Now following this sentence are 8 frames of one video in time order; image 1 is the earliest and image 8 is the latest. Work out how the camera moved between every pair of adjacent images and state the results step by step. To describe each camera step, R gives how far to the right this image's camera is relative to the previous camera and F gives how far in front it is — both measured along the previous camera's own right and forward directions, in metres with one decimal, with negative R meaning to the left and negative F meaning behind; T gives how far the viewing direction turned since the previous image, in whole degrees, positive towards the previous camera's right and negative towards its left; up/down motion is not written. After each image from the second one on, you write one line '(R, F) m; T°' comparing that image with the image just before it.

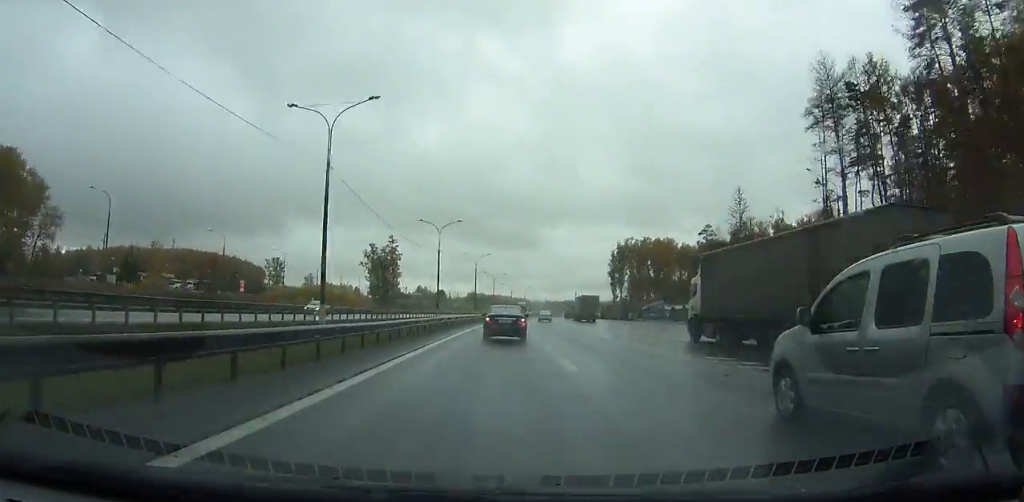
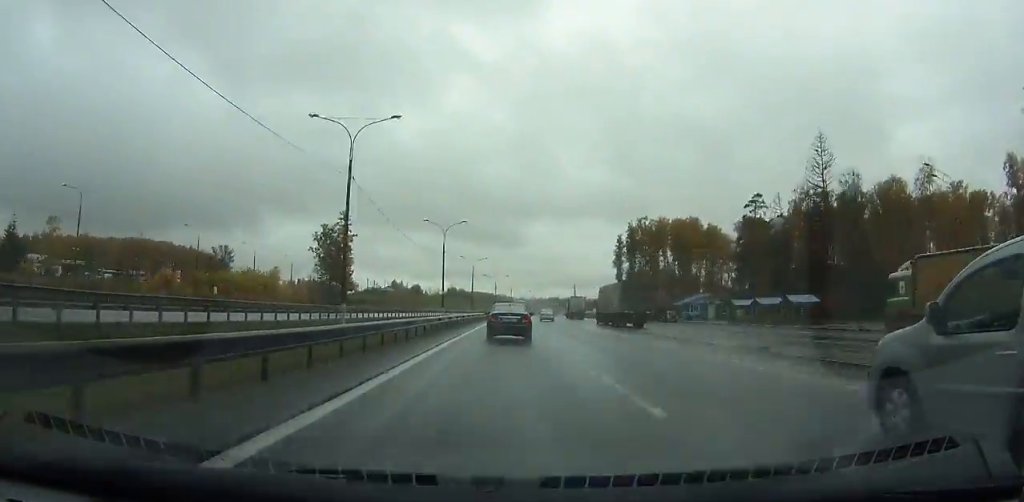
(+0.6, +36.8) m; +1°
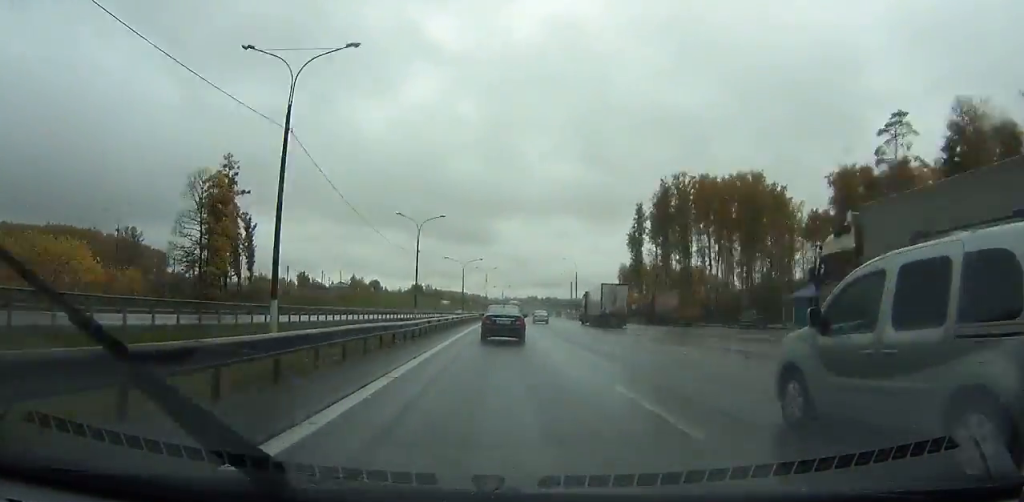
(+0.5, +50.9) m; +2°
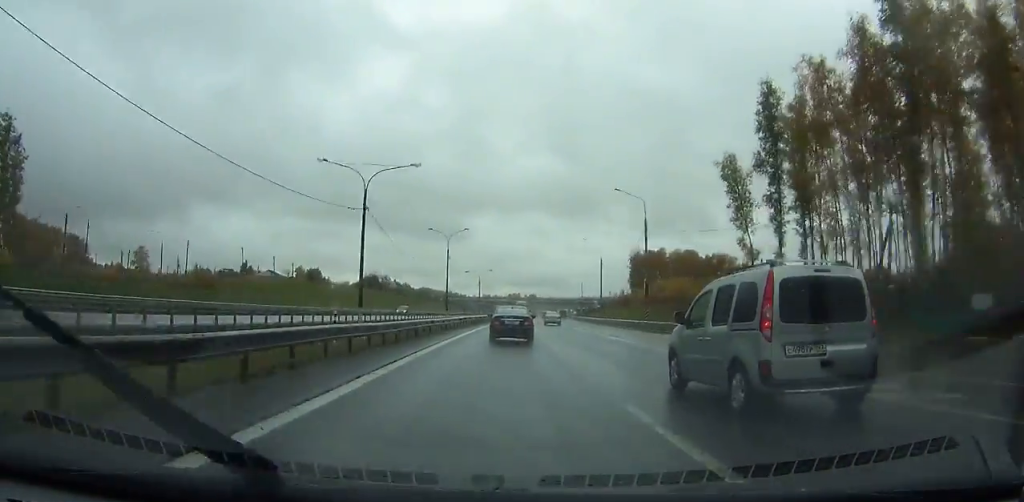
(+1.3, +65.8) m; +3°
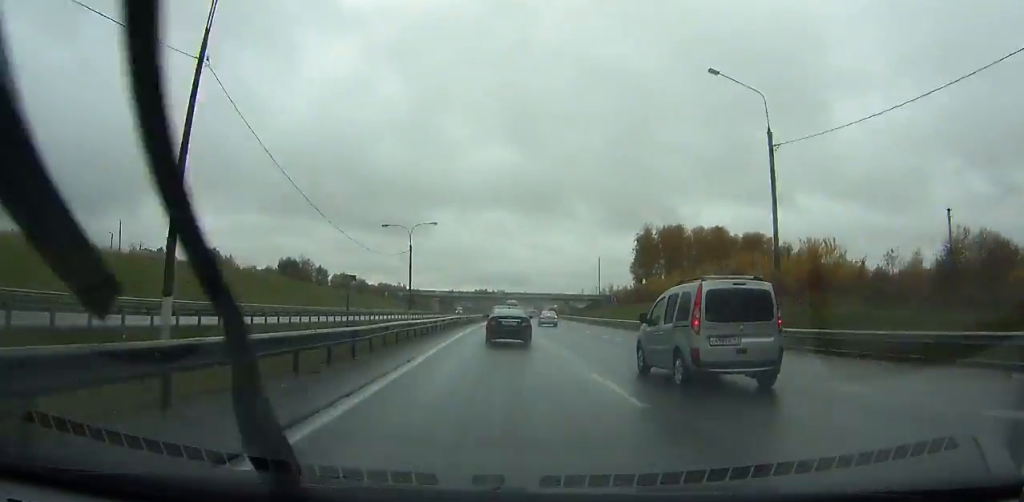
(+1.7, +59.9) m; +3°
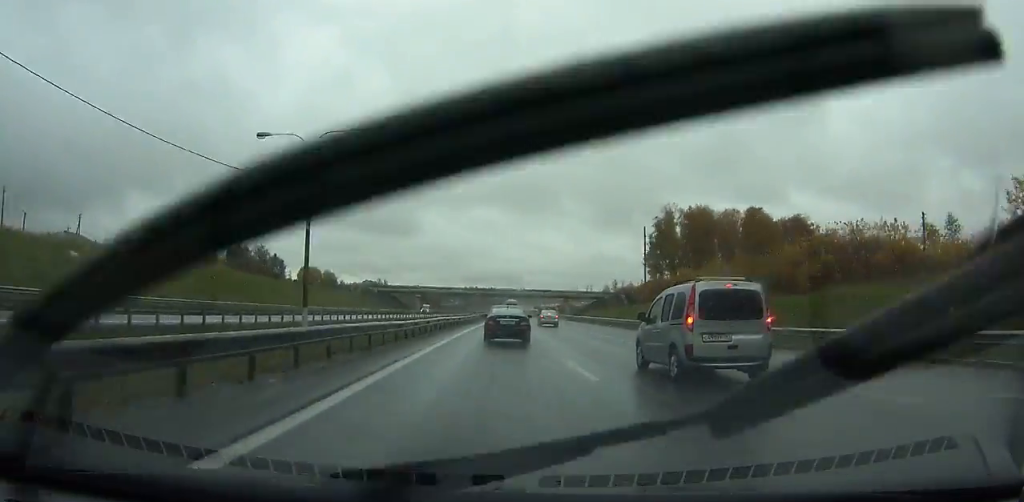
(+0.4, +29.8) m; +1°
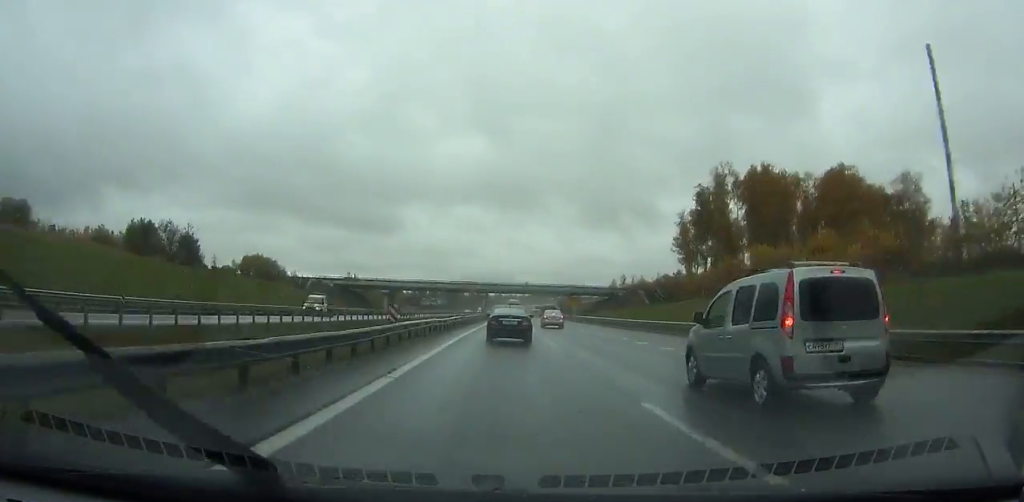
(+0.5, +38.7) m; +2°
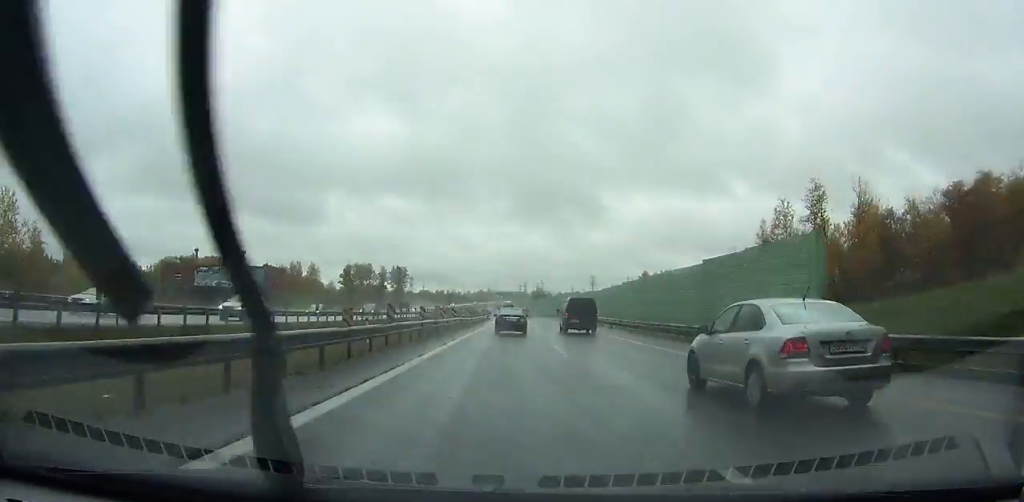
(+7.7, +164.3) m; +5°
